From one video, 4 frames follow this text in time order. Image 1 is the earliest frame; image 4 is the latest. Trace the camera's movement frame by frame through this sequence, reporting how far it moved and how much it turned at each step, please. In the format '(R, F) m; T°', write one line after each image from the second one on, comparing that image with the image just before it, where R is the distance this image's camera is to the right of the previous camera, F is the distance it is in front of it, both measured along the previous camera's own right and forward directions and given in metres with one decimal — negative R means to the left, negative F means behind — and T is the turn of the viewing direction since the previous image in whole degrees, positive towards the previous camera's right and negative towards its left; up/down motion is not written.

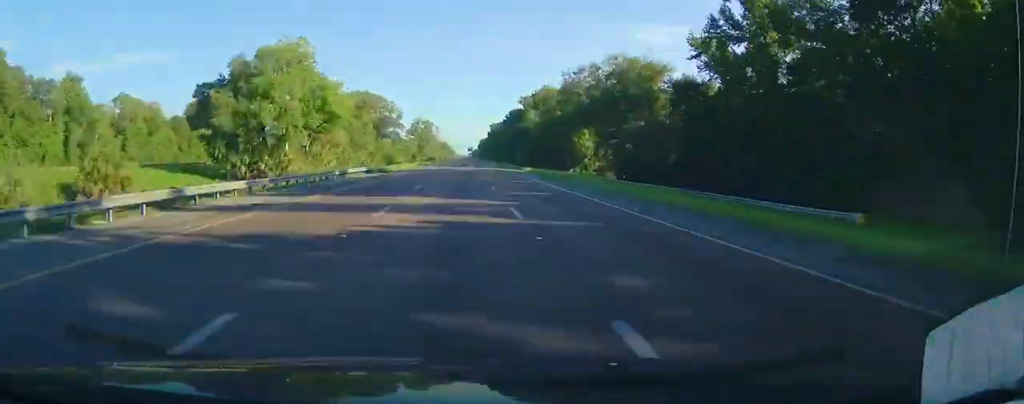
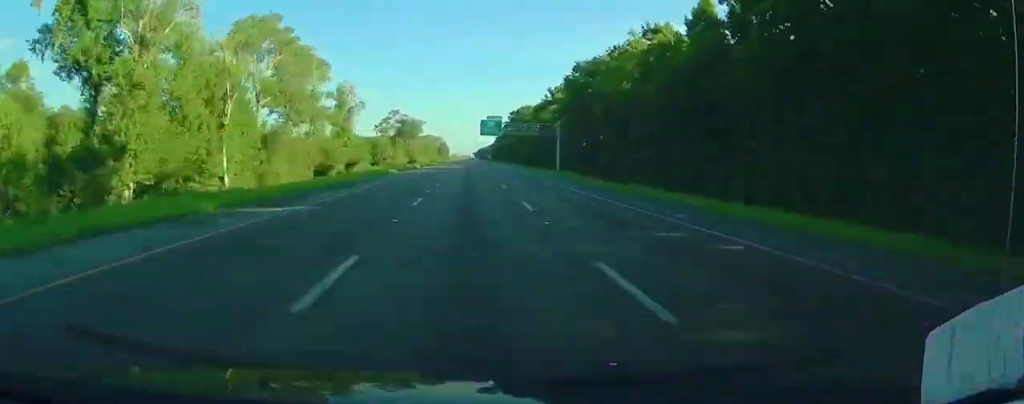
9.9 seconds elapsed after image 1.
(+1.9, +344.1) m; +1°
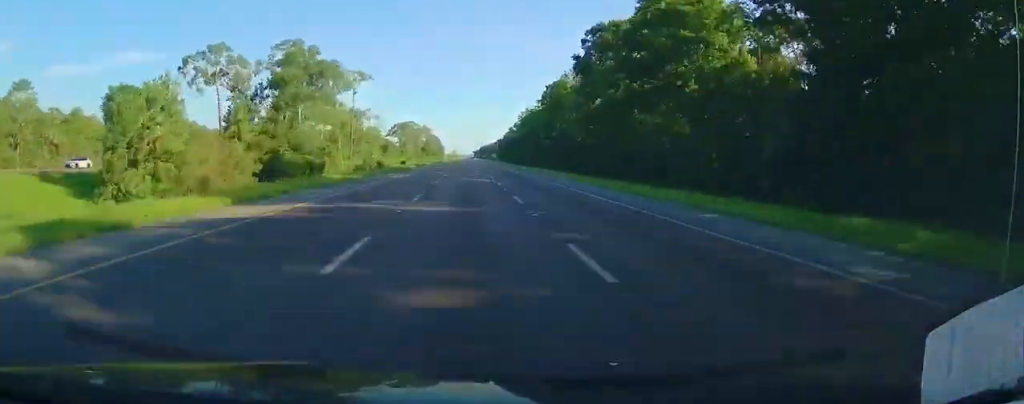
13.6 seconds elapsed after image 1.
(0.0, +129.8) m; 0°
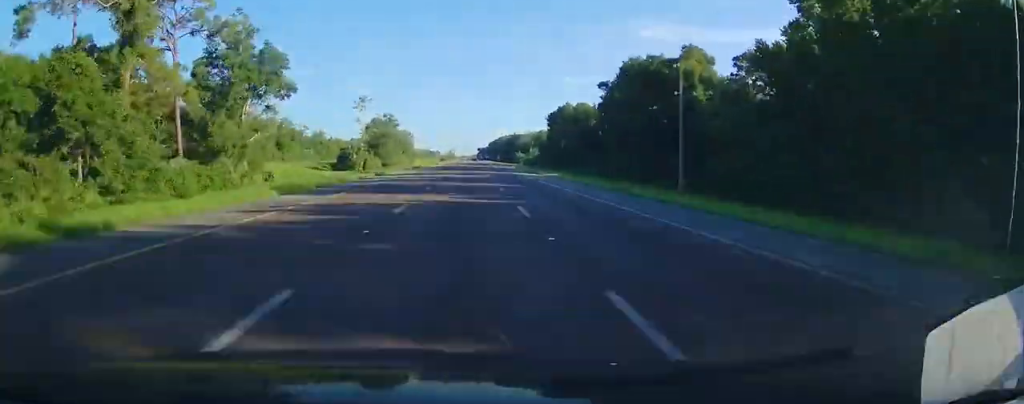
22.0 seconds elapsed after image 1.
(-2.6, +290.3) m; 0°
